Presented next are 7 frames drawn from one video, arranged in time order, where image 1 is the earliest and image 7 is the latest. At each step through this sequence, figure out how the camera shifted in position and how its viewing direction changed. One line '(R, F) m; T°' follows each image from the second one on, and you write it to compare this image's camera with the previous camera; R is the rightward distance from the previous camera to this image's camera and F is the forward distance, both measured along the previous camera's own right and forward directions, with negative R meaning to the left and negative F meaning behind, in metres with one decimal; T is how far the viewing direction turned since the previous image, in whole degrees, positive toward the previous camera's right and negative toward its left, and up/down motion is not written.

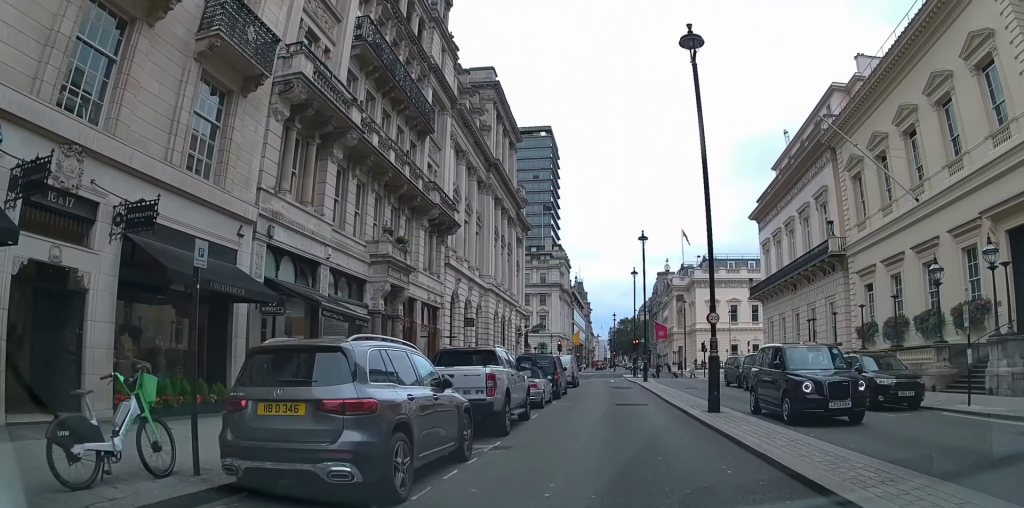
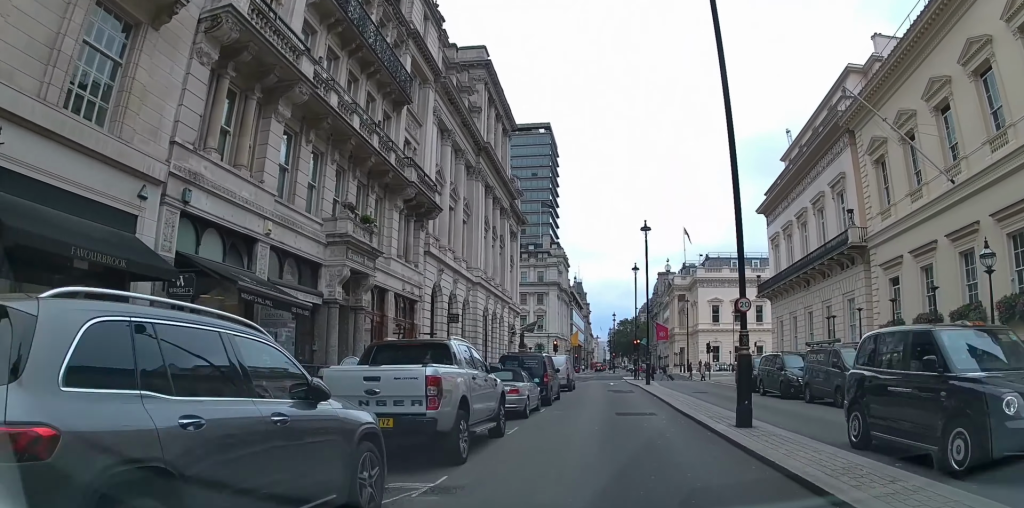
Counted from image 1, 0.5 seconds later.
(0.0, +4.0) m; +1°
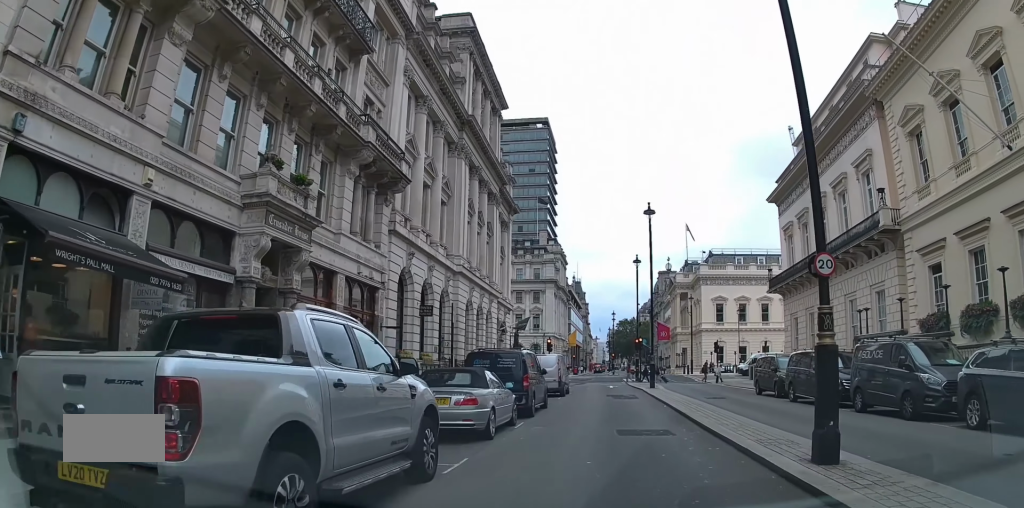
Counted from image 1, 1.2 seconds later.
(+0.2, +5.2) m; 0°
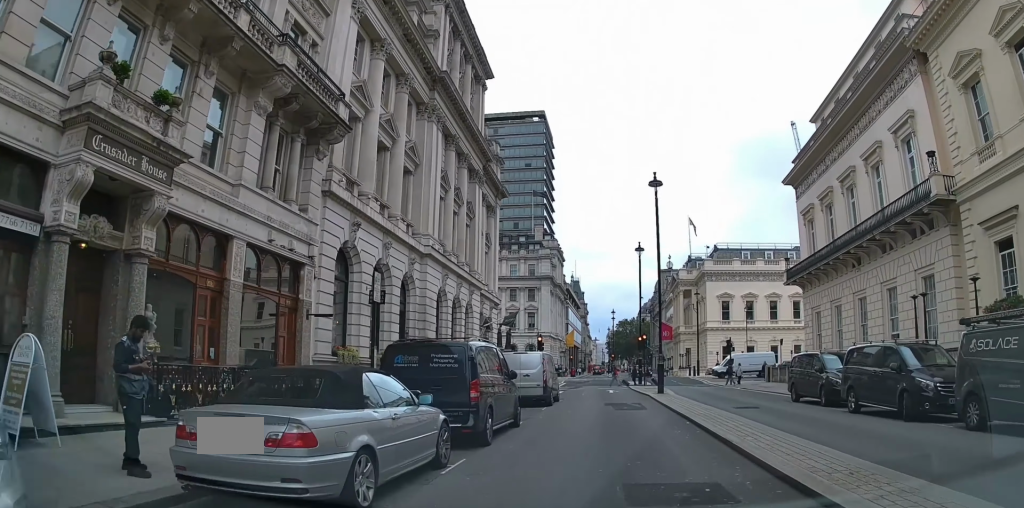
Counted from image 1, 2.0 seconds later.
(-0.2, +6.6) m; -2°
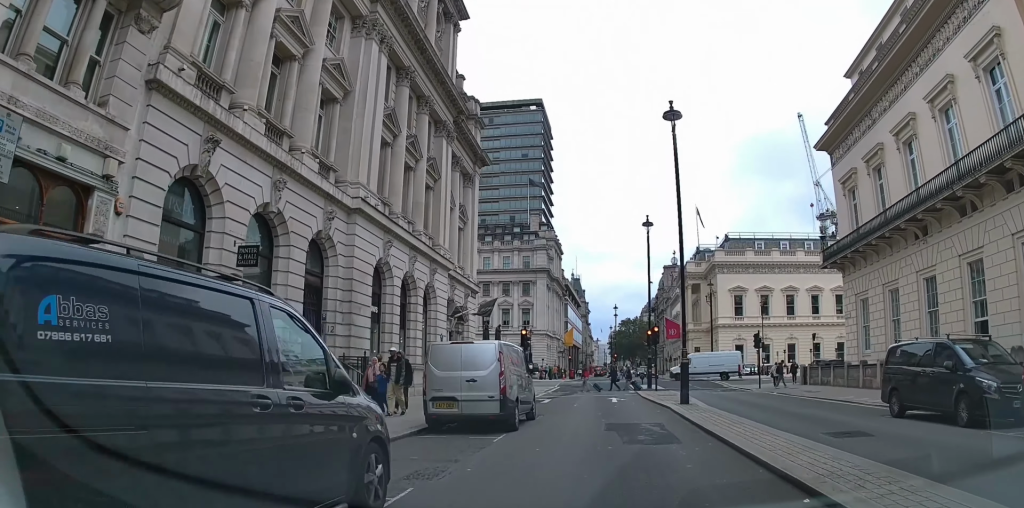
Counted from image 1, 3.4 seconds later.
(-0.2, +10.1) m; -1°
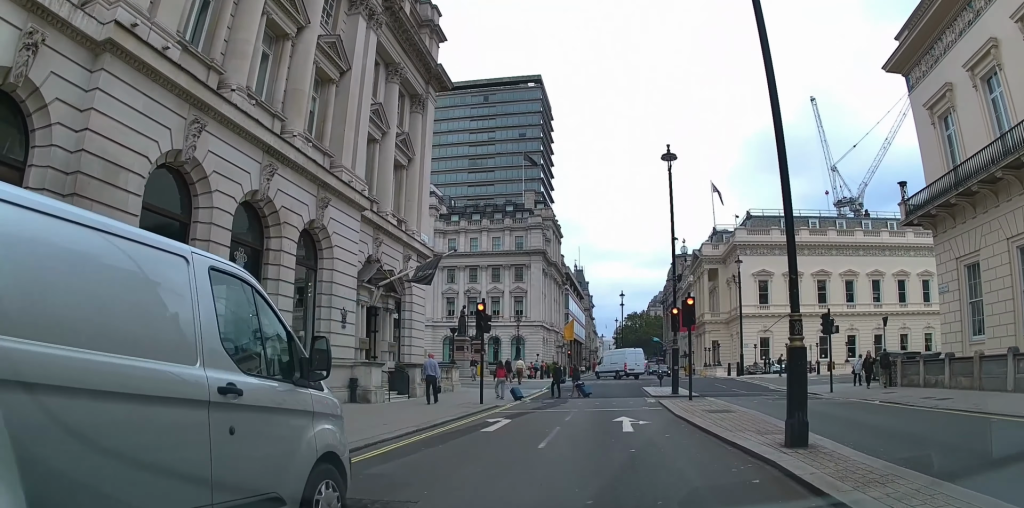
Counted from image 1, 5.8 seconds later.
(0.0, +15.4) m; 0°
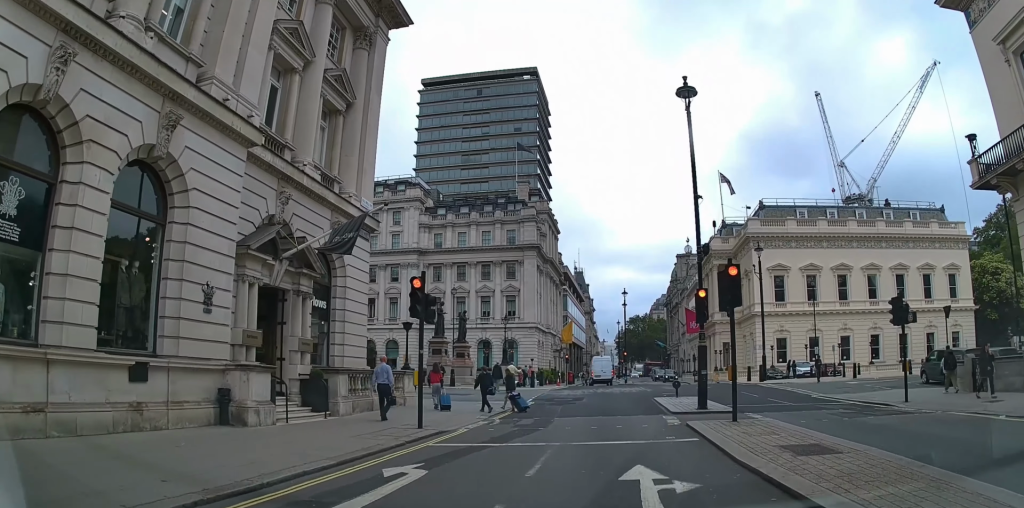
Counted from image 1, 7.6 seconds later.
(0.0, +9.7) m; 0°
